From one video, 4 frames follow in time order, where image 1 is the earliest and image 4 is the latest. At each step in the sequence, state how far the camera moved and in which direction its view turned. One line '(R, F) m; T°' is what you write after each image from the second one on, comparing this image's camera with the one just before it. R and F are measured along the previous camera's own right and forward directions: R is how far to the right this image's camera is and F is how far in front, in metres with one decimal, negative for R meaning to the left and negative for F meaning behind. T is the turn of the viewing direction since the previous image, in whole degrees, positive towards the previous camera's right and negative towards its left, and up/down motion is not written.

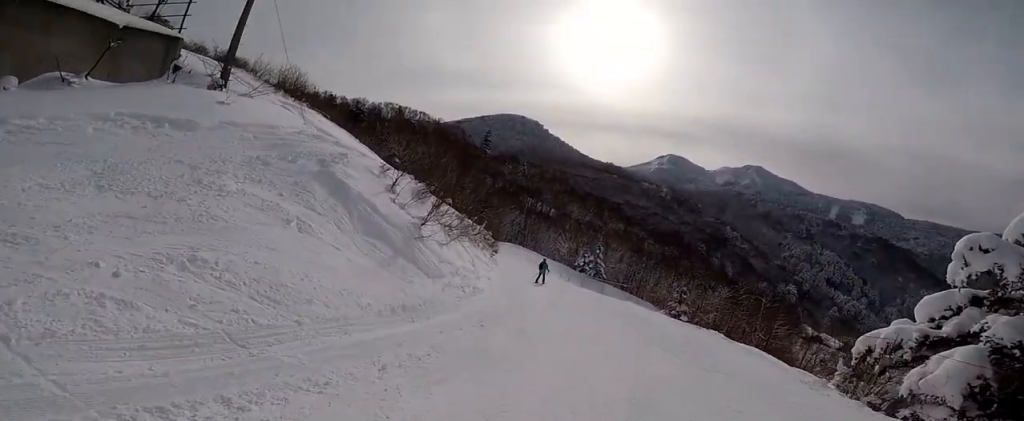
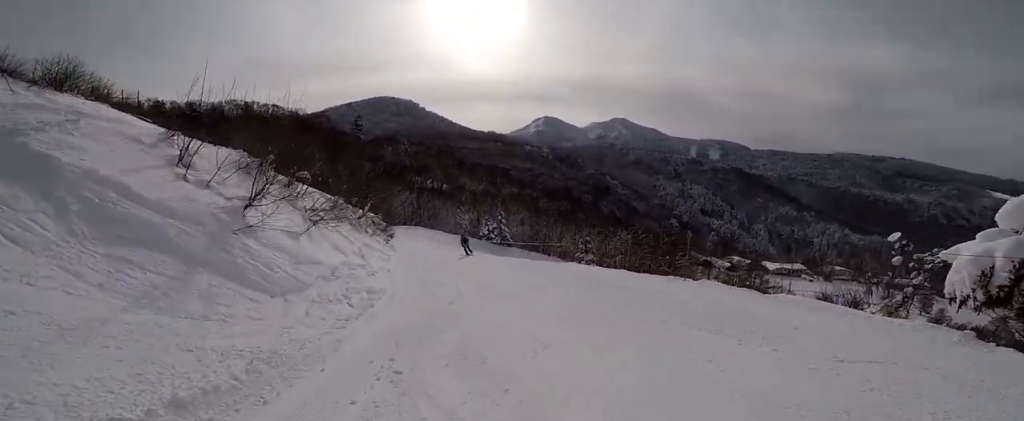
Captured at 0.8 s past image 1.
(+0.4, +3.9) m; 0°
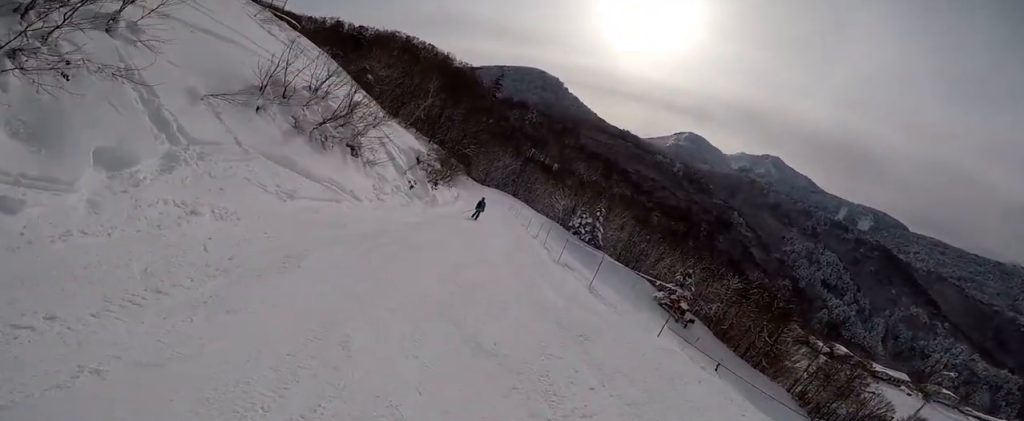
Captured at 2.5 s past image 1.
(-0.2, +8.6) m; 0°
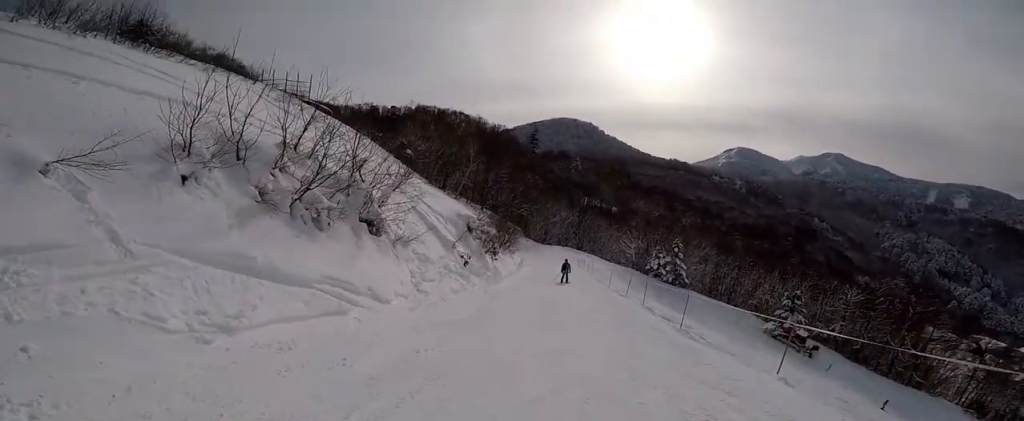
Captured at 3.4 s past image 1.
(-0.1, +4.3) m; -5°
